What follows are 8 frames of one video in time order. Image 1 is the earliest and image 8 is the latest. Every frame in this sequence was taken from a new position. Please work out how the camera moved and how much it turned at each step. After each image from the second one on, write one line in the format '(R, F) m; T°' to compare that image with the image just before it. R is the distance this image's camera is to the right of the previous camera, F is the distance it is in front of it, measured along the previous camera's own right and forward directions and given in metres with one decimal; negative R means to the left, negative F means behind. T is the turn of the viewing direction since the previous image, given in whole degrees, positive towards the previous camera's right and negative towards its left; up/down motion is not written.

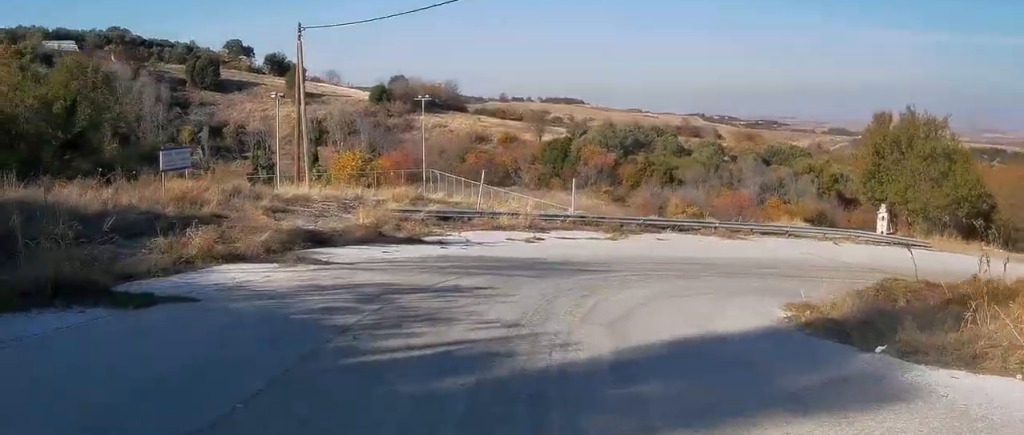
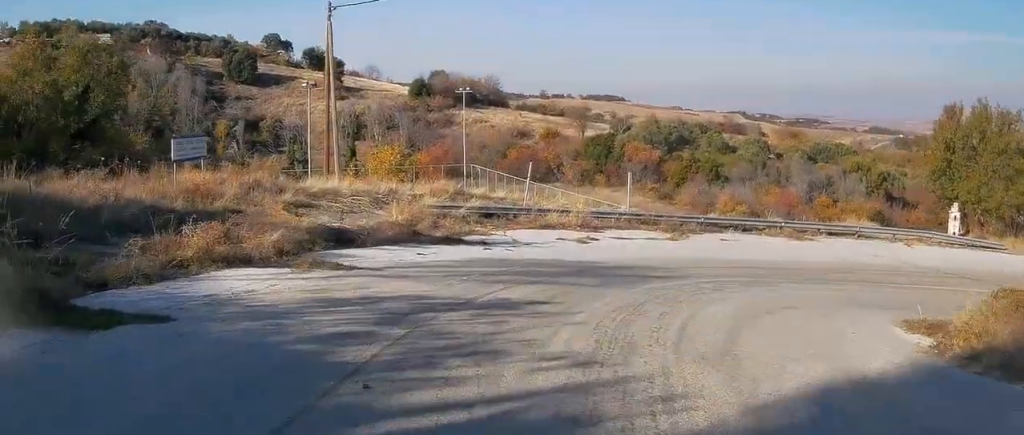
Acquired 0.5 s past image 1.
(-0.2, +3.5) m; -2°
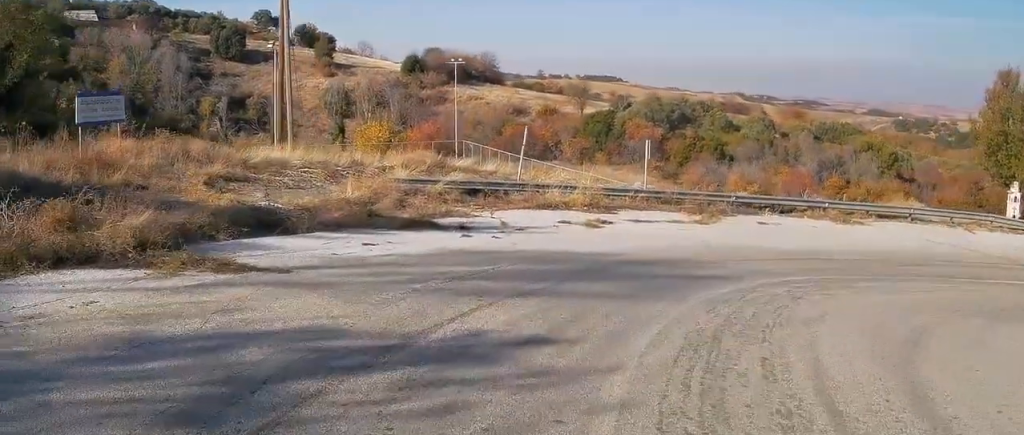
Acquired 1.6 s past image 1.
(-0.1, +6.8) m; +1°
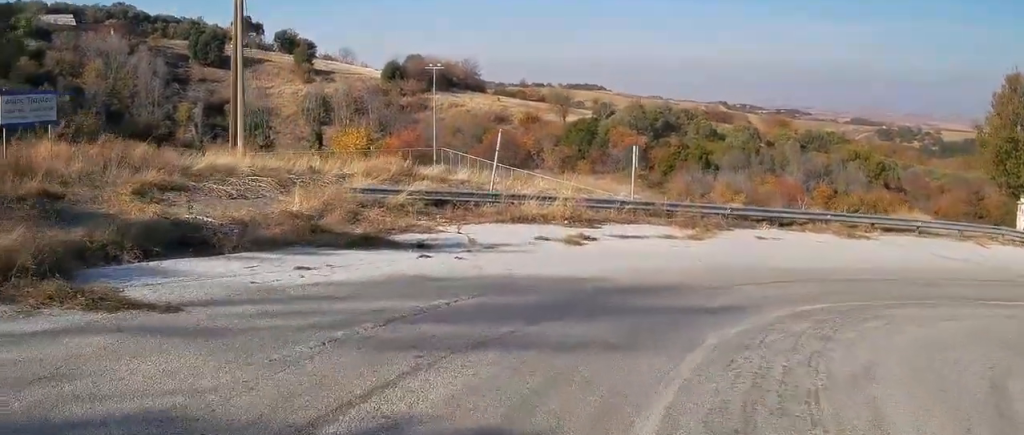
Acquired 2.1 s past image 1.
(0.0, +2.8) m; +2°
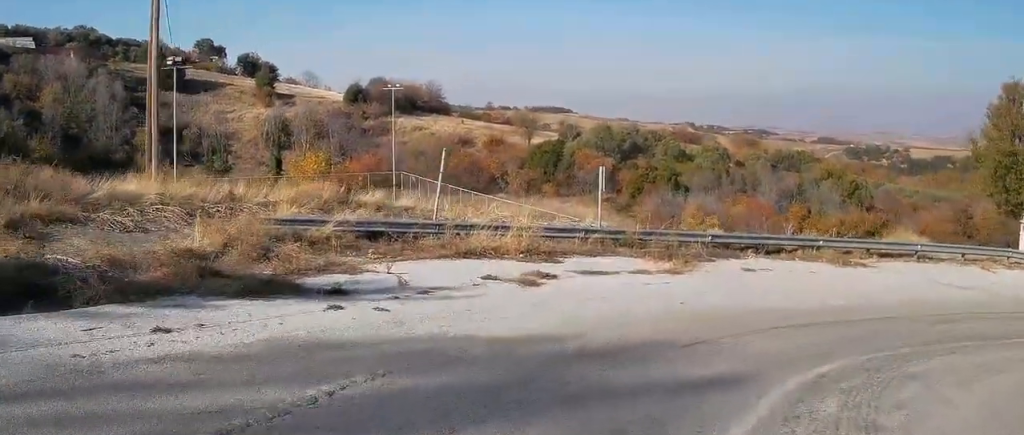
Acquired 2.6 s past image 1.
(+0.1, +3.3) m; +4°
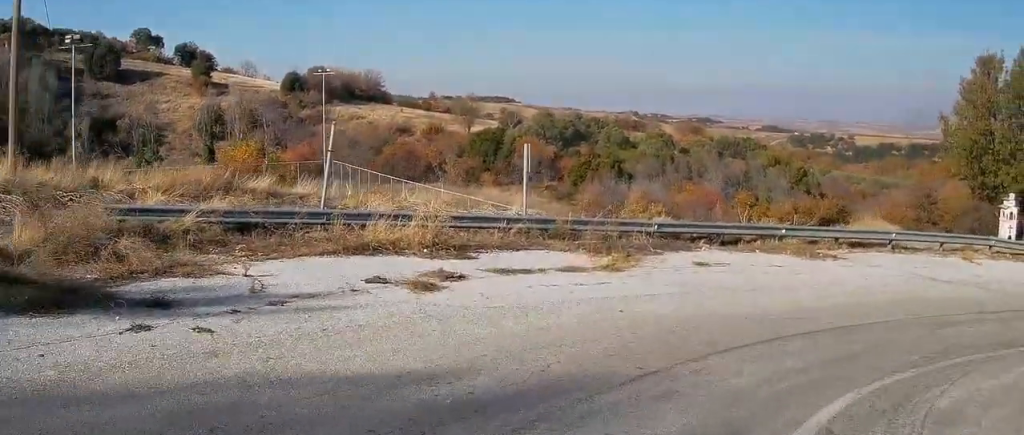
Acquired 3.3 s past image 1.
(+0.2, +3.7) m; +7°
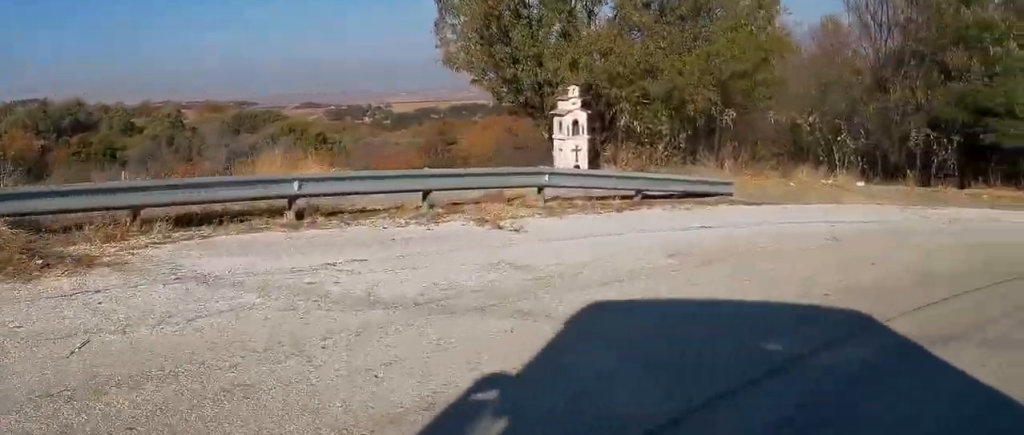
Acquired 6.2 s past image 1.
(+5.4, +16.7) m; +33°
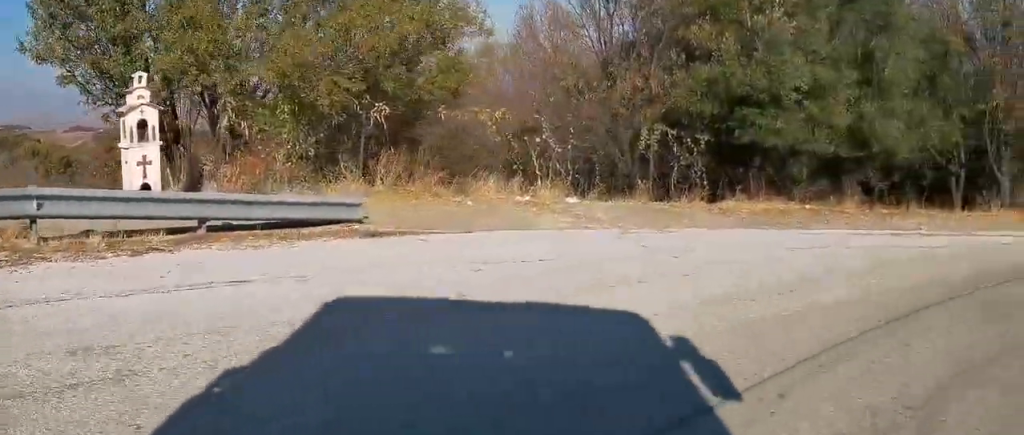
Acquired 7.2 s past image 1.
(+0.5, +5.9) m; +15°
